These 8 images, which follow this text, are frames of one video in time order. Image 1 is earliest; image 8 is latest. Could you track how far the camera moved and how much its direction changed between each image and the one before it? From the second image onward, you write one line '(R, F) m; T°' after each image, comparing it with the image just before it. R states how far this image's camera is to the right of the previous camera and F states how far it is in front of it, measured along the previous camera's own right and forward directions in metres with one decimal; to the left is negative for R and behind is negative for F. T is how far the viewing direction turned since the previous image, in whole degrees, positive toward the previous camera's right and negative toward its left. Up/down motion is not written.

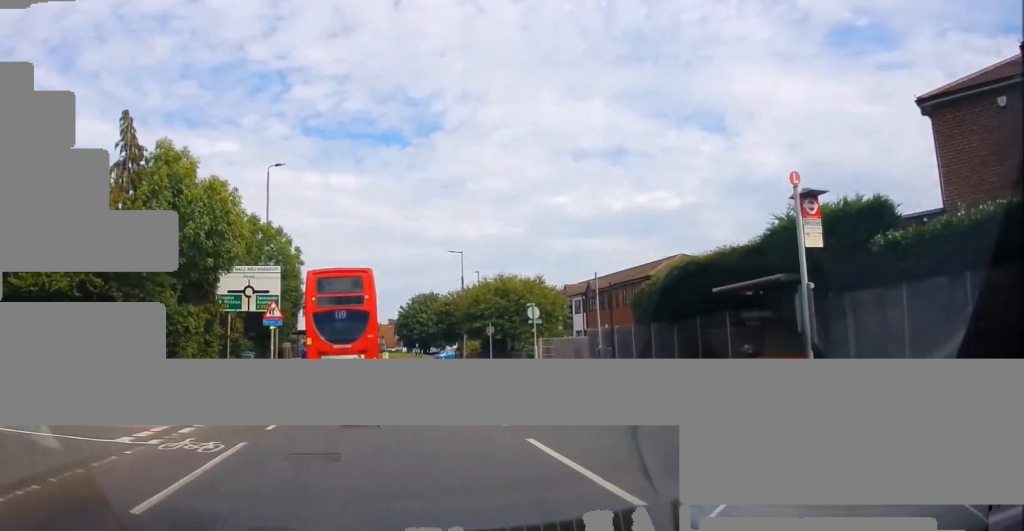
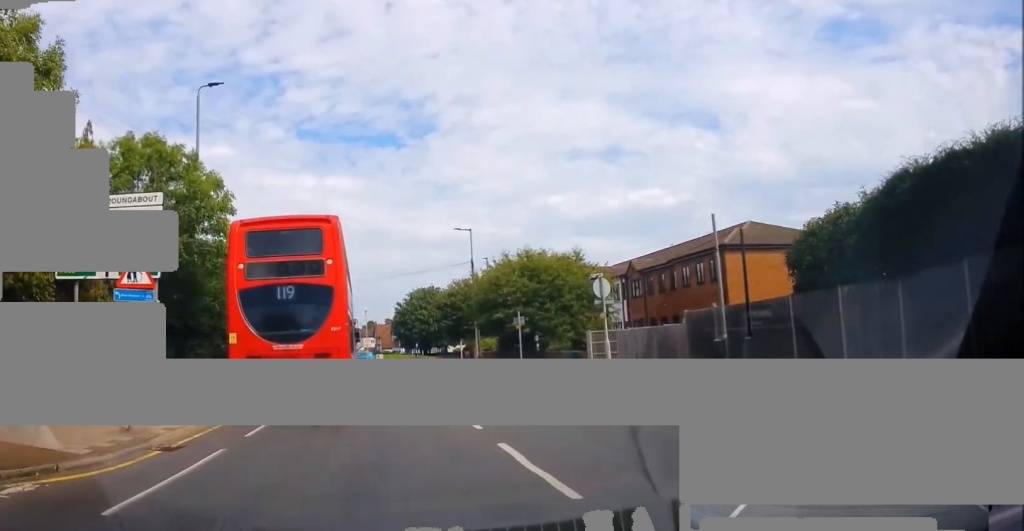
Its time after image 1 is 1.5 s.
(+0.3, +11.5) m; 0°
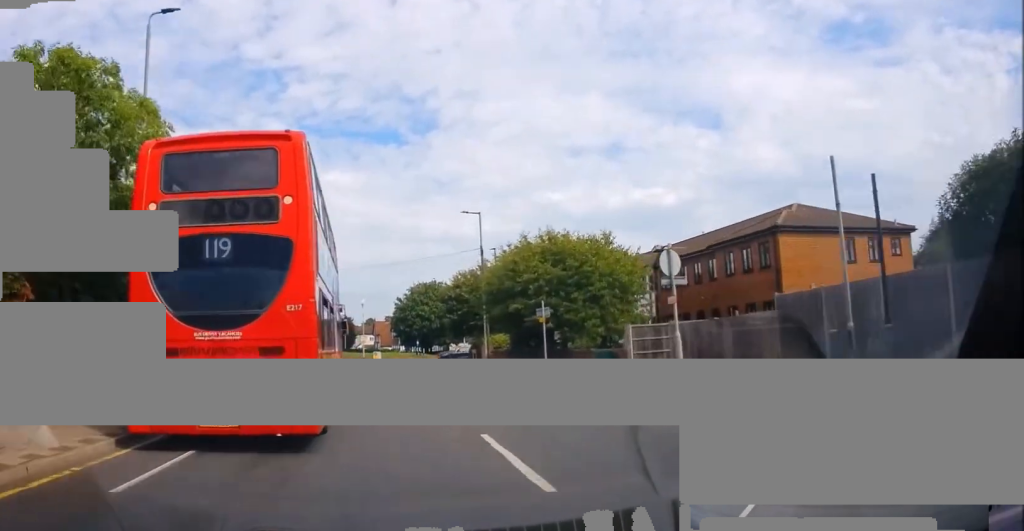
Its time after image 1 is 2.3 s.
(-0.2, +5.3) m; -3°
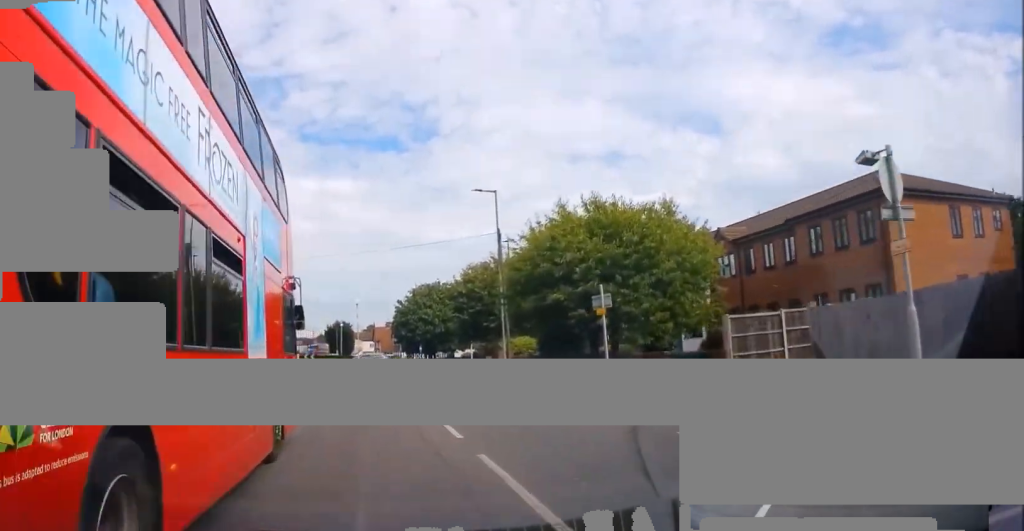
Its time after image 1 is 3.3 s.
(-0.3, +8.0) m; 0°
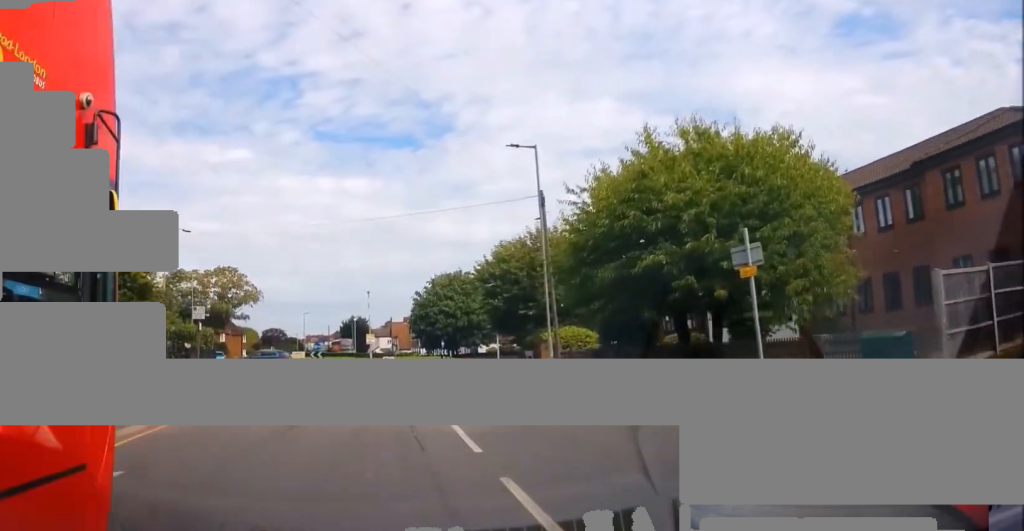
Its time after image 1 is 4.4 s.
(+0.4, +7.5) m; +3°
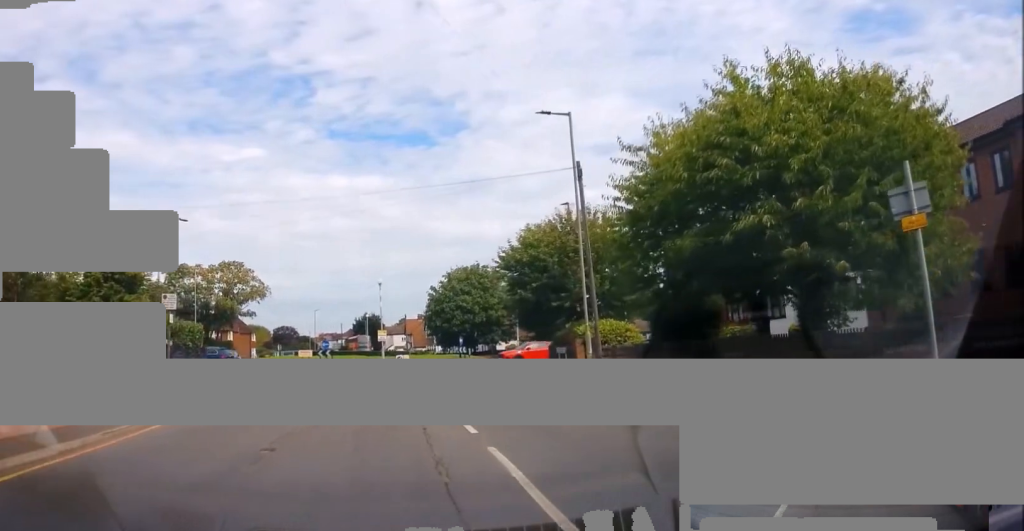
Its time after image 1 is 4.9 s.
(0.0, +3.7) m; -2°
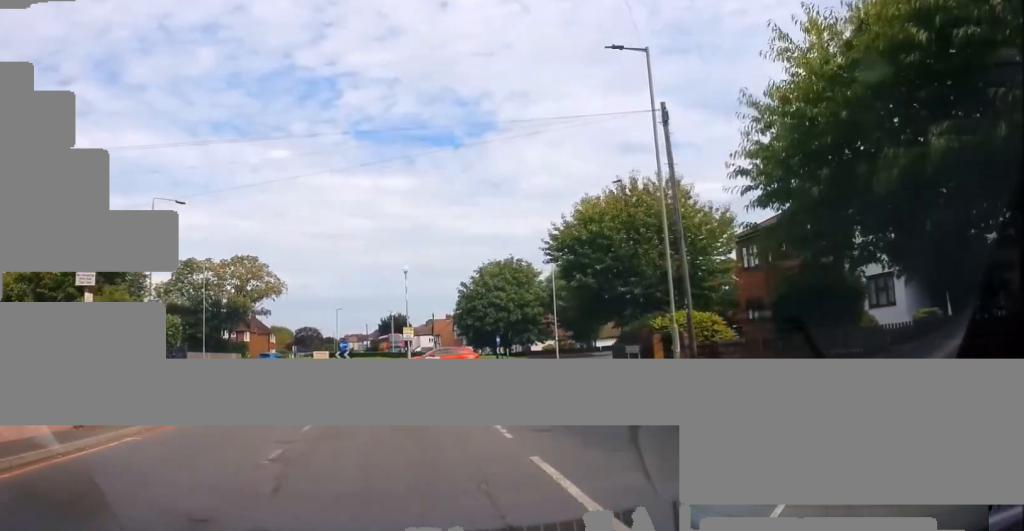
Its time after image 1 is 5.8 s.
(-0.2, +6.1) m; -6°
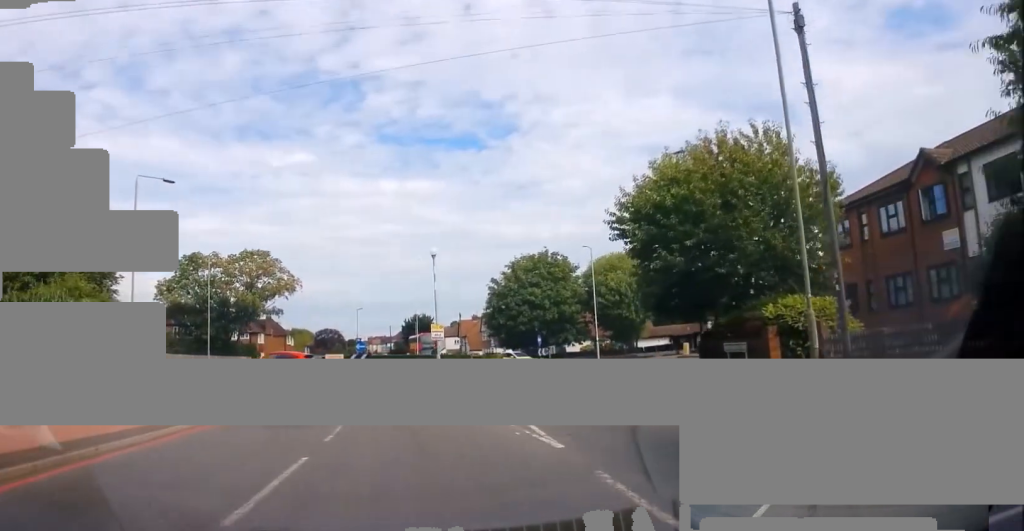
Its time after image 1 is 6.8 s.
(-0.4, +6.0) m; -5°
